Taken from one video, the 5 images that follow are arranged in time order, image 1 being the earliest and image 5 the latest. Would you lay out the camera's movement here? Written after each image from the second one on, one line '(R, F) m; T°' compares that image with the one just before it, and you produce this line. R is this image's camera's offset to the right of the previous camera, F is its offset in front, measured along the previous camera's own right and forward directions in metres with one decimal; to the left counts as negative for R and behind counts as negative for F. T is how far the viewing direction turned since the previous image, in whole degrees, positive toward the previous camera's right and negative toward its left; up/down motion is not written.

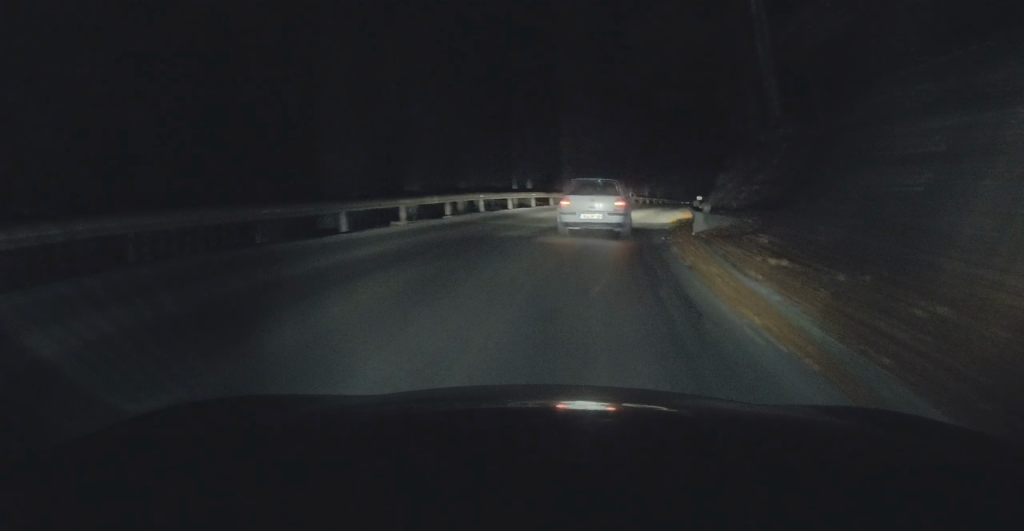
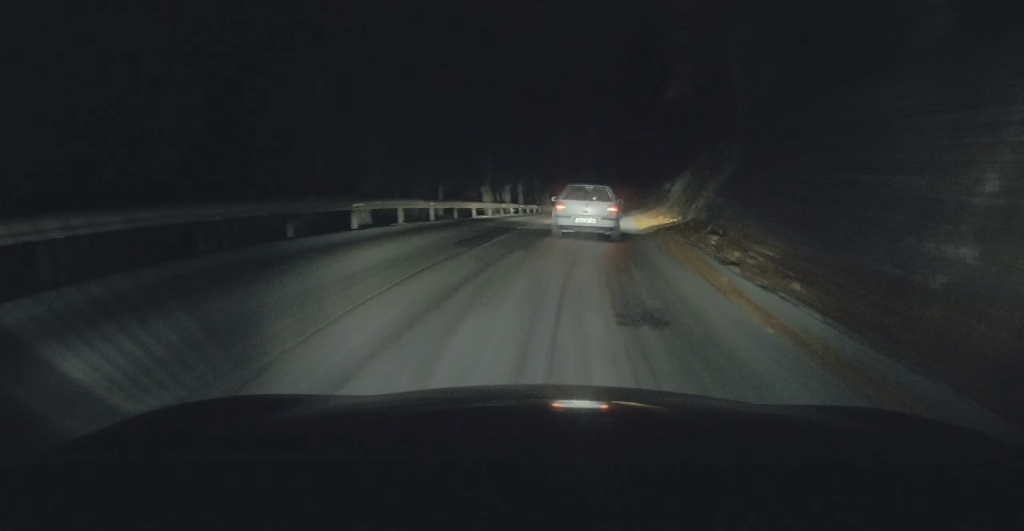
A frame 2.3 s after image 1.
(+3.3, +23.6) m; +15°
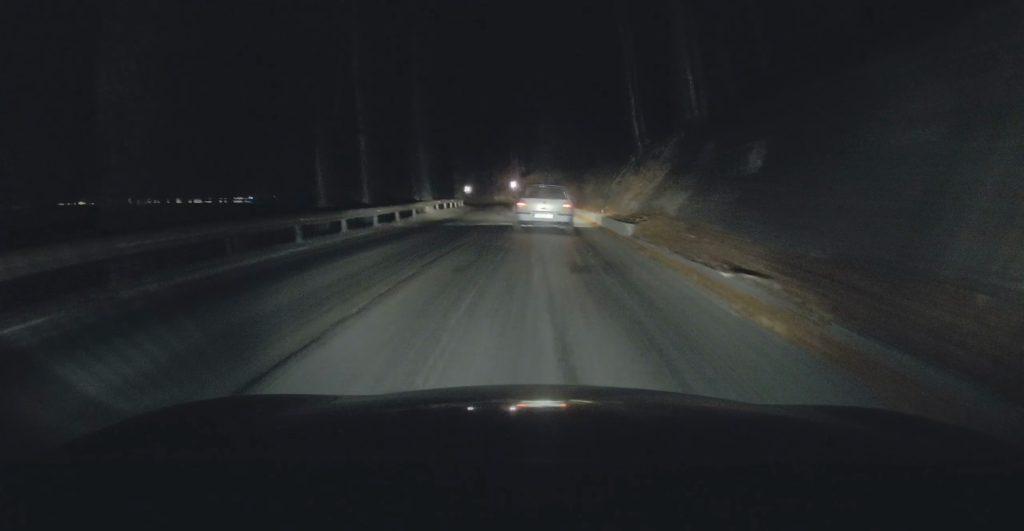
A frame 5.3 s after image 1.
(+2.5, +32.3) m; +9°
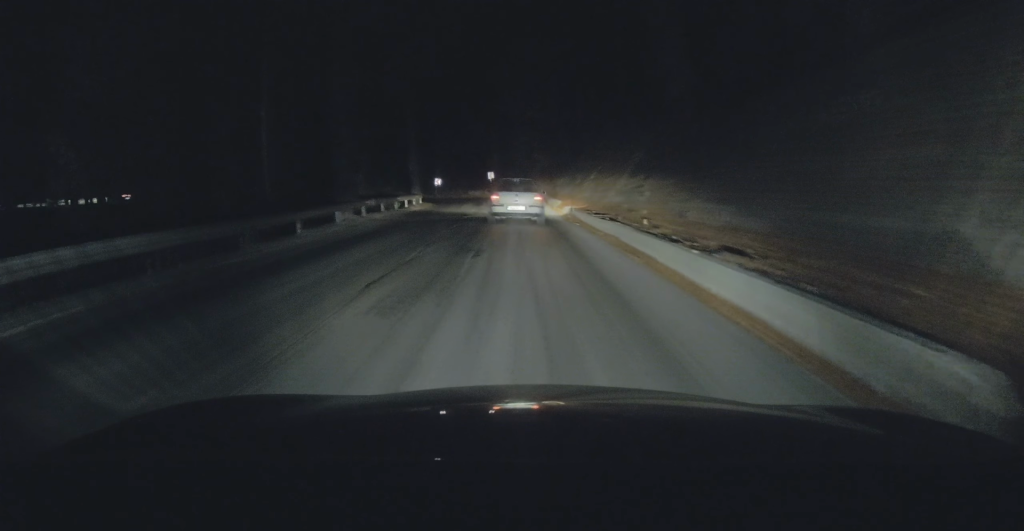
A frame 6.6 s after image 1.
(+0.5, +13.5) m; +2°
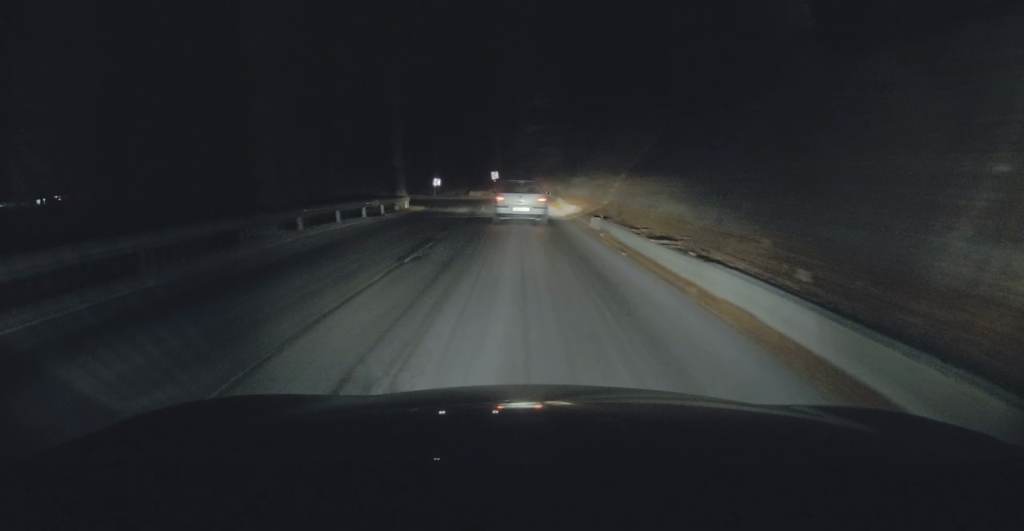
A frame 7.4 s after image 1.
(-0.1, +8.0) m; -1°
